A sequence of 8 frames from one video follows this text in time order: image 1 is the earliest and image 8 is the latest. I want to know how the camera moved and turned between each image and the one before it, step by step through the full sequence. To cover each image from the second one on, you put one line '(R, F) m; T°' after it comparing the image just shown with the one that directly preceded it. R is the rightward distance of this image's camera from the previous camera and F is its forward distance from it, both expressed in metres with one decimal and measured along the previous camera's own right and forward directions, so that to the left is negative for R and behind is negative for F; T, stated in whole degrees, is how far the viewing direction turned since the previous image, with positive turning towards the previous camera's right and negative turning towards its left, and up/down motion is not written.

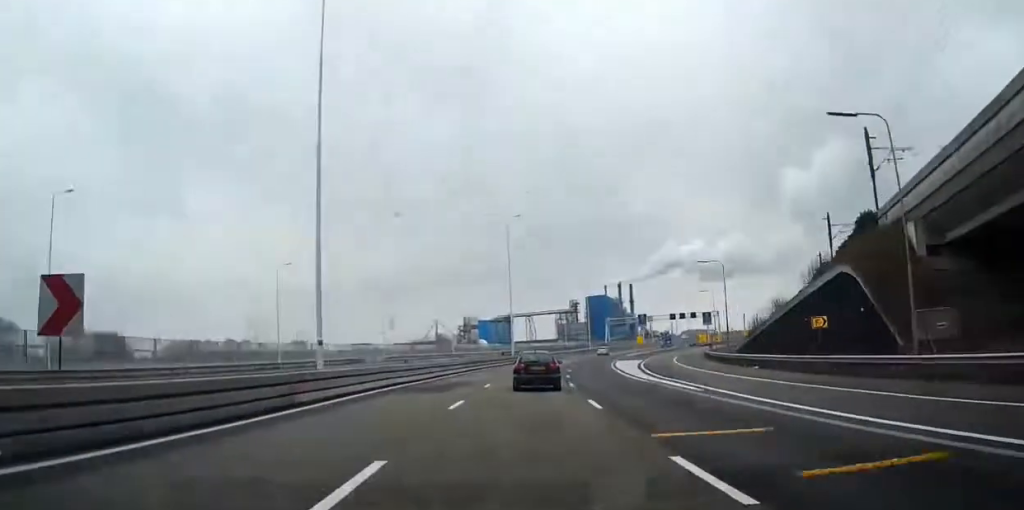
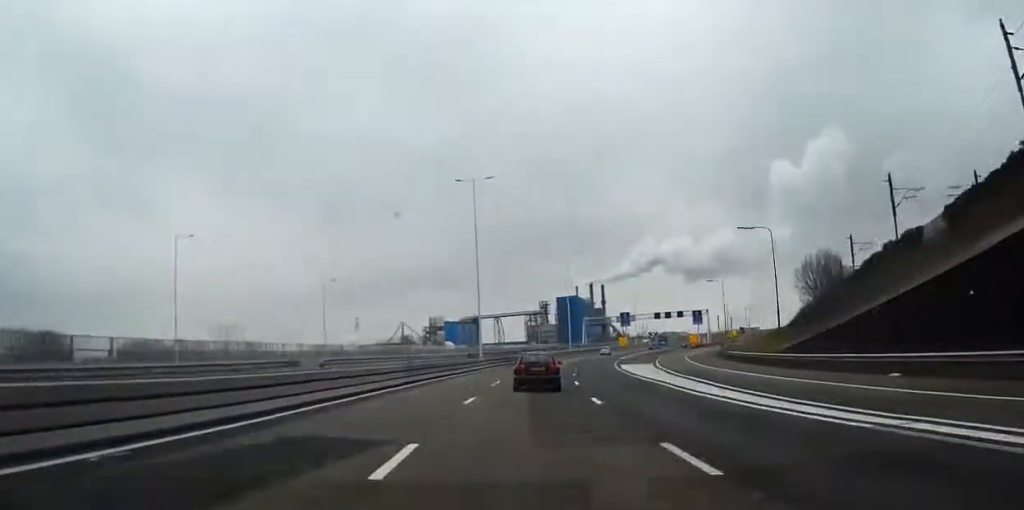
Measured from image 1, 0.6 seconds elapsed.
(+0.2, +21.9) m; +2°
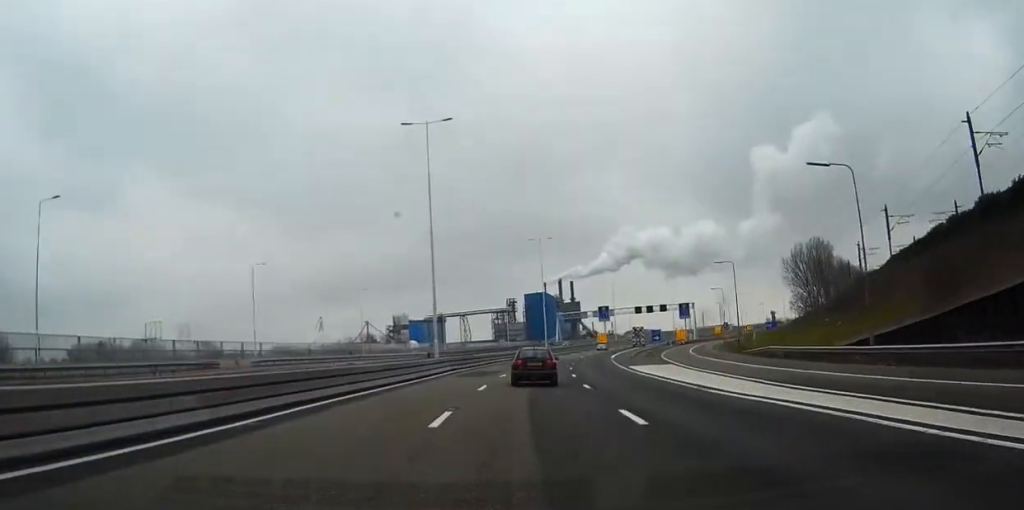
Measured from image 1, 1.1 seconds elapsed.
(+0.3, +18.4) m; +2°
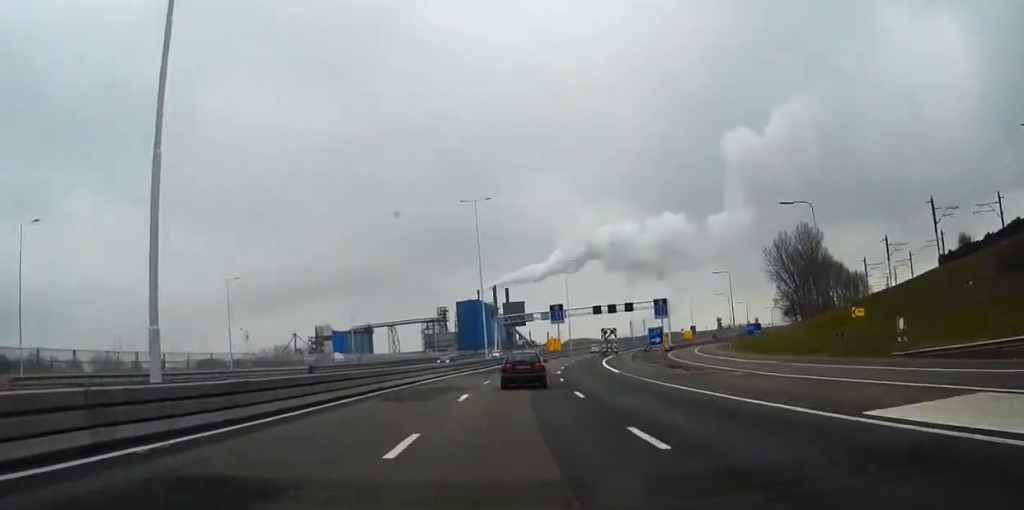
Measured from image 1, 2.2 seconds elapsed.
(+1.5, +39.7) m; +4°
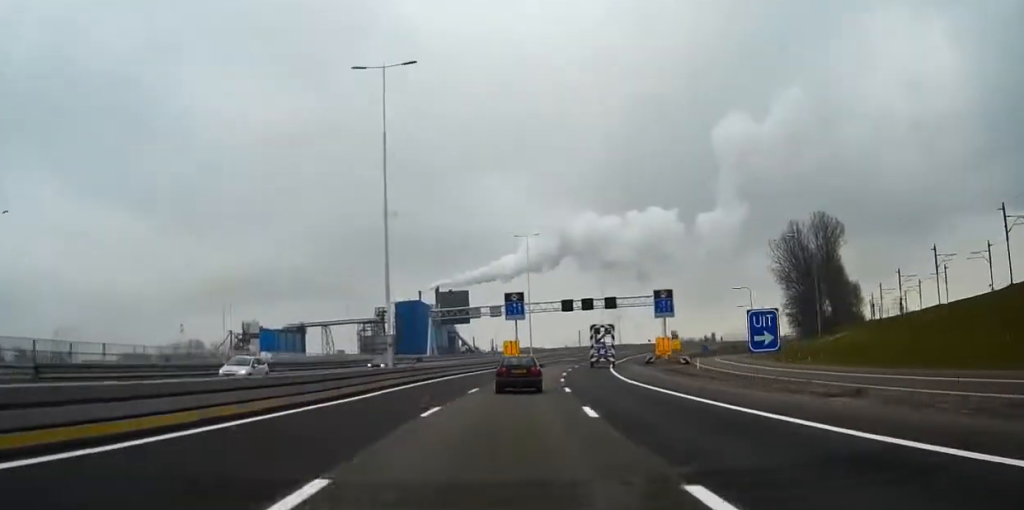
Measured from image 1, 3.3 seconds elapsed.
(+1.3, +42.9) m; +4°
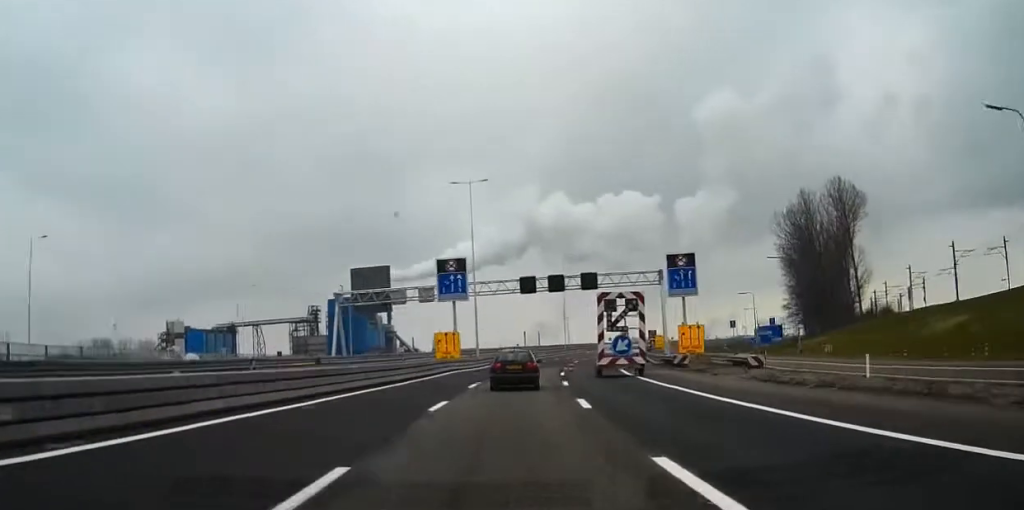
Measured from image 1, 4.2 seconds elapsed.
(+1.2, +35.5) m; +4°
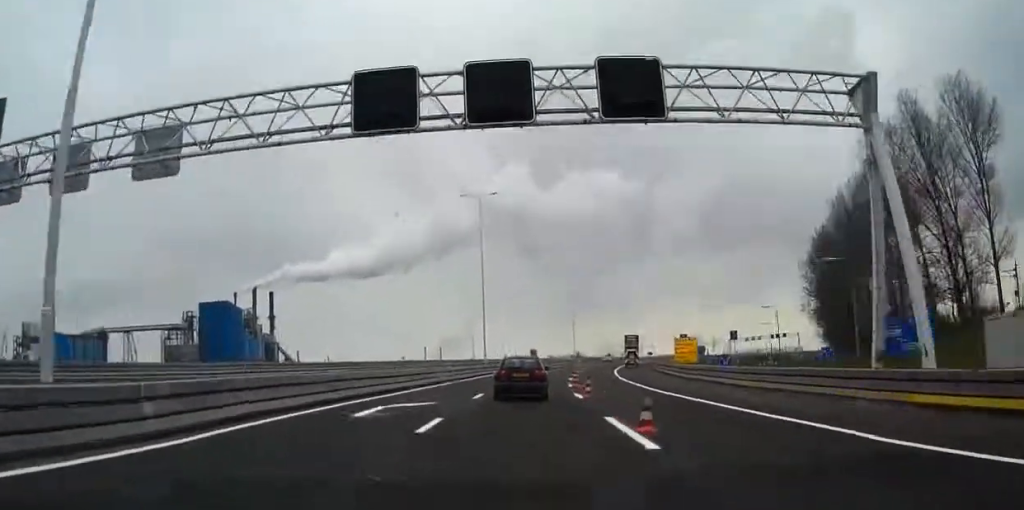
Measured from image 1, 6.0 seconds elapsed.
(+4.8, +65.0) m; +8°
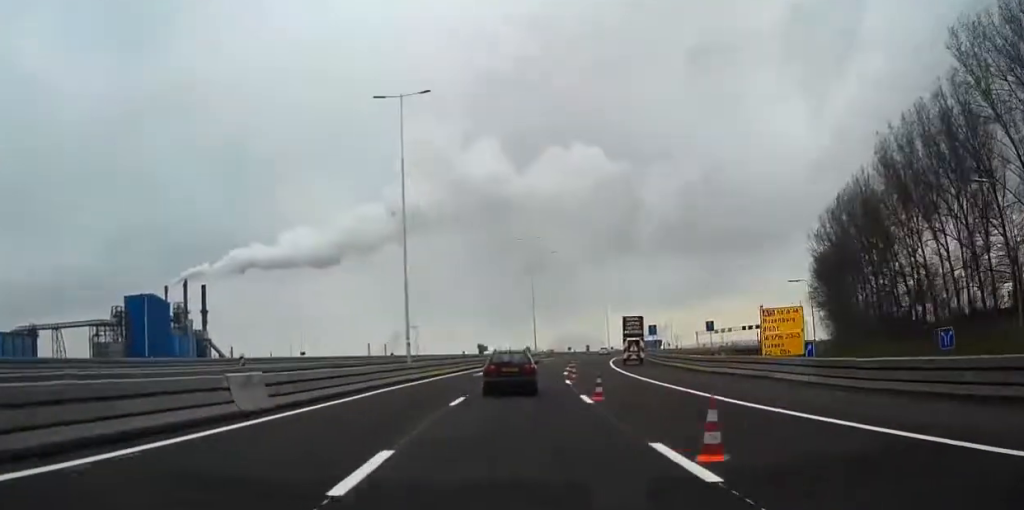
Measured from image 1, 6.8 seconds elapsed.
(+1.1, +30.6) m; +4°
